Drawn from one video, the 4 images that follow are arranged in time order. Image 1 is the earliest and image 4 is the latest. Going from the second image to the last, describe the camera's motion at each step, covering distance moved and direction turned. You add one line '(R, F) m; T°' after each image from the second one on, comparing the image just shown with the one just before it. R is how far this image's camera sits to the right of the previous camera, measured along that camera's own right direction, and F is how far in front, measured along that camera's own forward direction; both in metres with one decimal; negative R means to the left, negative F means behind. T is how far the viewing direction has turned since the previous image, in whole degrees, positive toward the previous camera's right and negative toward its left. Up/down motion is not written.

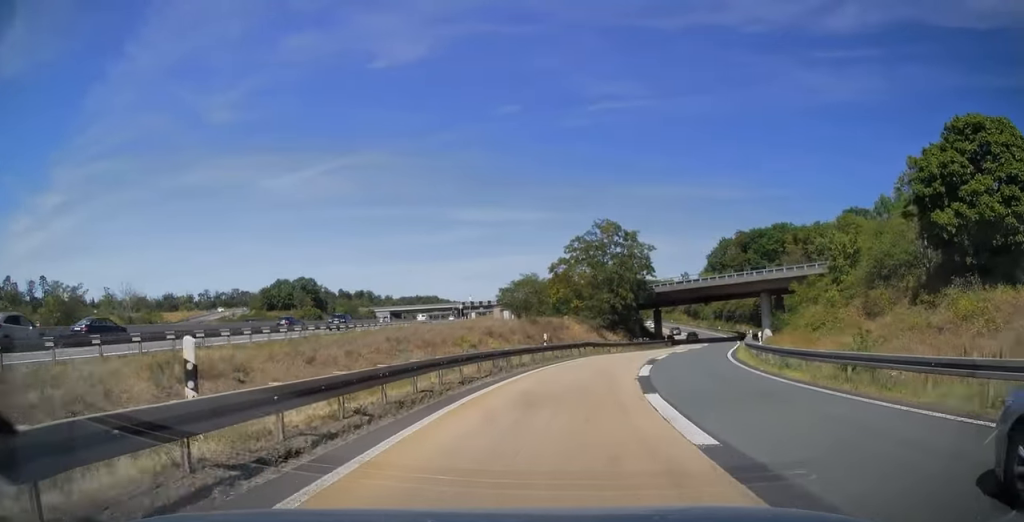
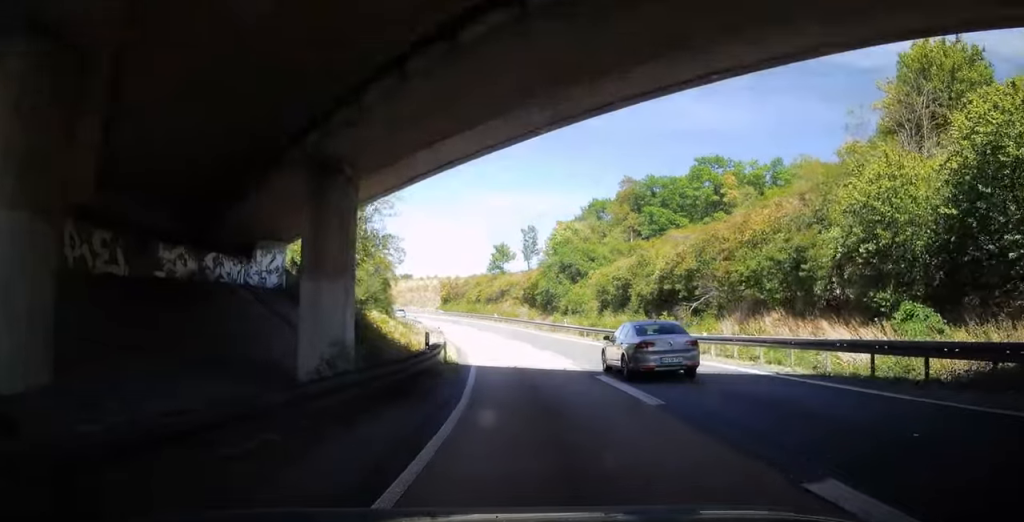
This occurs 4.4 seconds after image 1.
(+17.0, +77.6) m; +16°
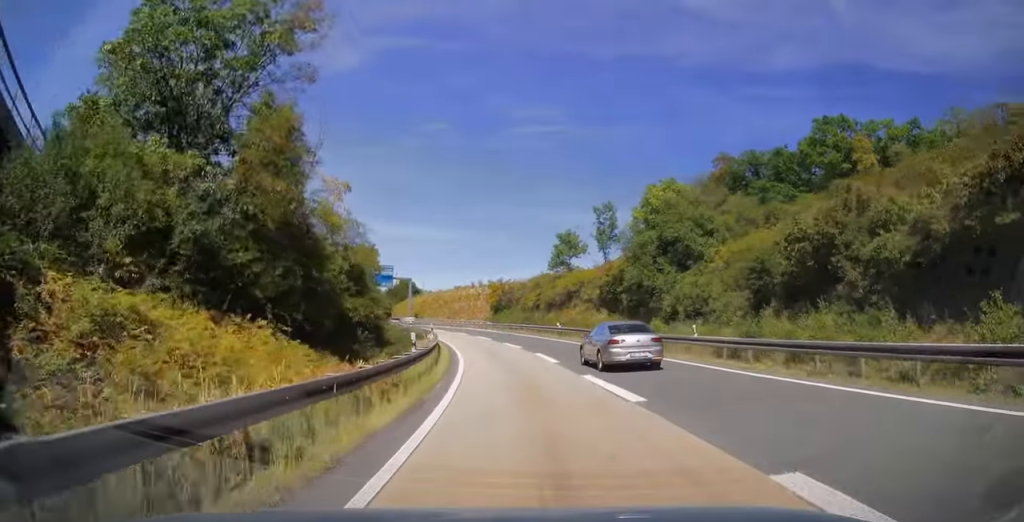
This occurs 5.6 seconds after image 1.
(-1.1, +22.9) m; -7°
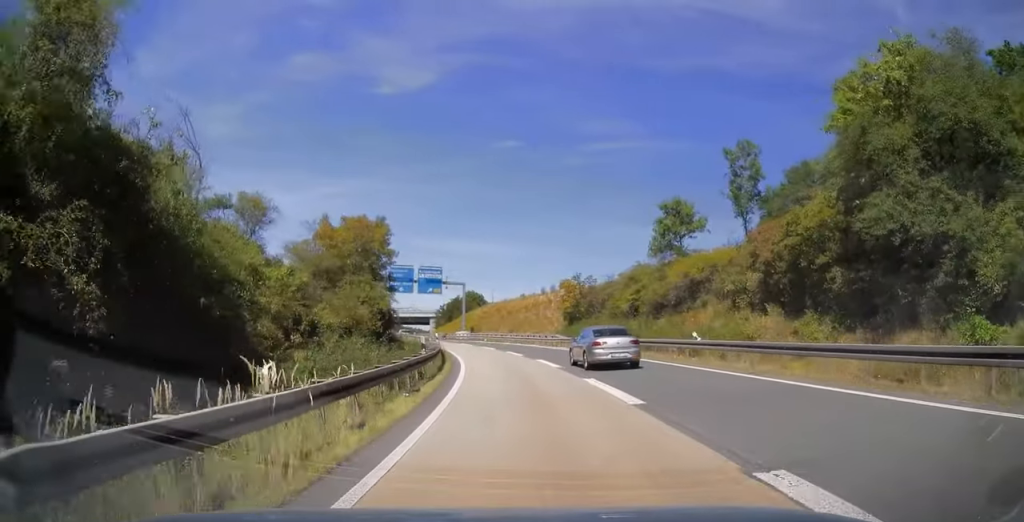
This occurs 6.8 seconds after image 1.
(-1.7, +23.1) m; -8°
